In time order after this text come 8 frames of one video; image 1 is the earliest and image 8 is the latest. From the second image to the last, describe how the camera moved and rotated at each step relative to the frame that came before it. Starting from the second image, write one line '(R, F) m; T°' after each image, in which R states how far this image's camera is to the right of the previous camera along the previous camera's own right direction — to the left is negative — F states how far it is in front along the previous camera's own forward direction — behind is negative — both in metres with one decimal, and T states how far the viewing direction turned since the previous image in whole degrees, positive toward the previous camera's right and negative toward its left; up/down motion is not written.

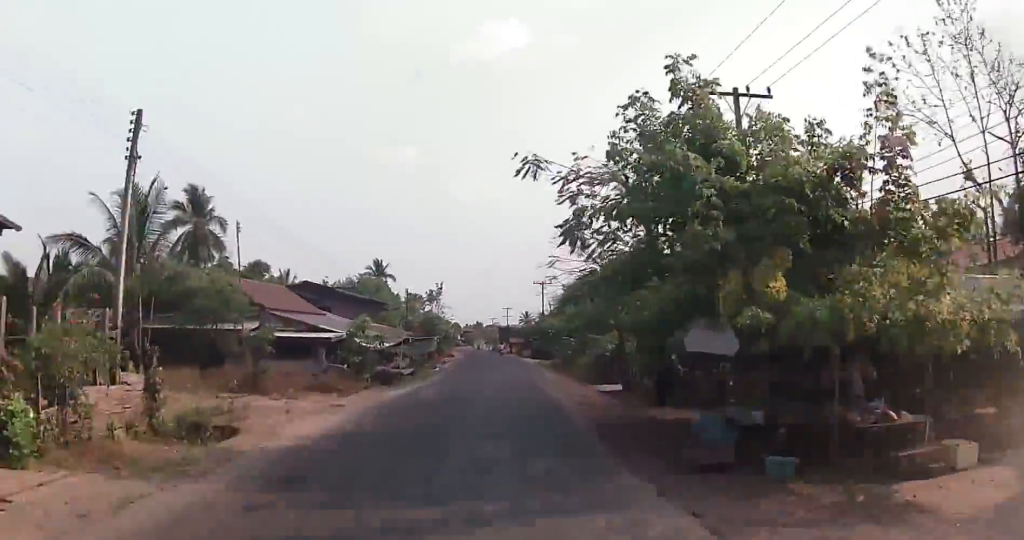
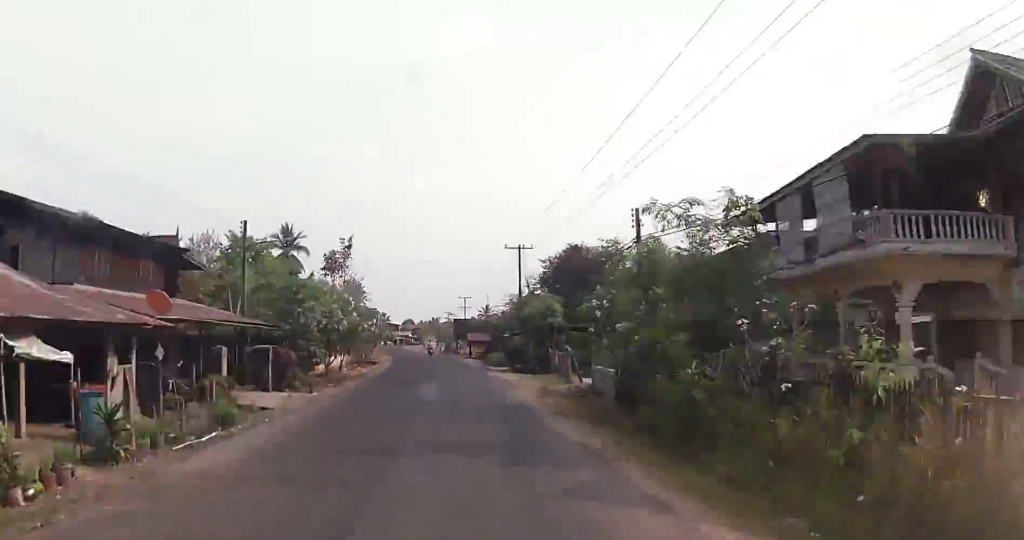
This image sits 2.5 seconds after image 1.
(-0.2, +33.7) m; -2°
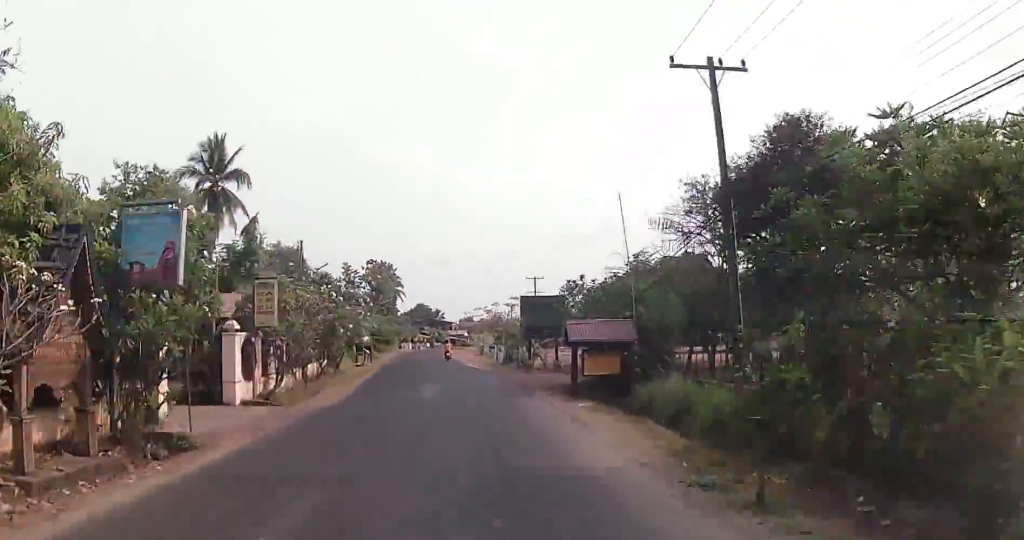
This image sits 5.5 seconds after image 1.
(+0.1, +39.1) m; -3°
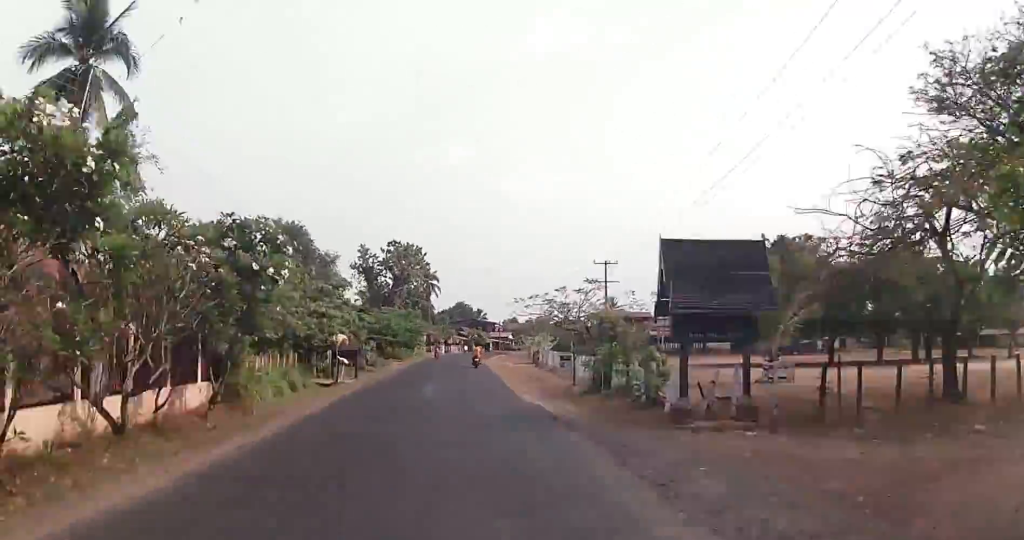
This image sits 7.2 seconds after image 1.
(-1.4, +23.1) m; -1°
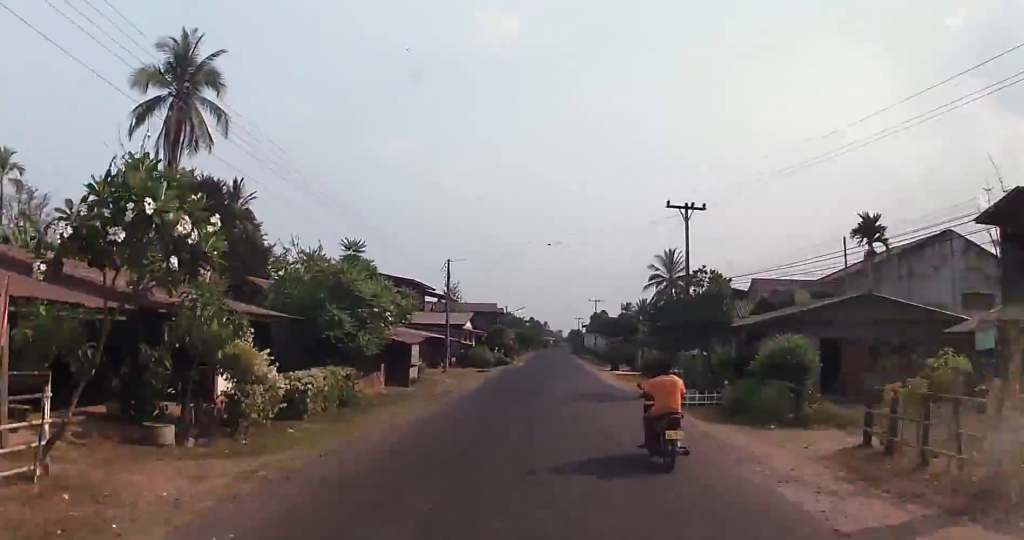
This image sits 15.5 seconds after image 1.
(+3.7, +112.6) m; +9°
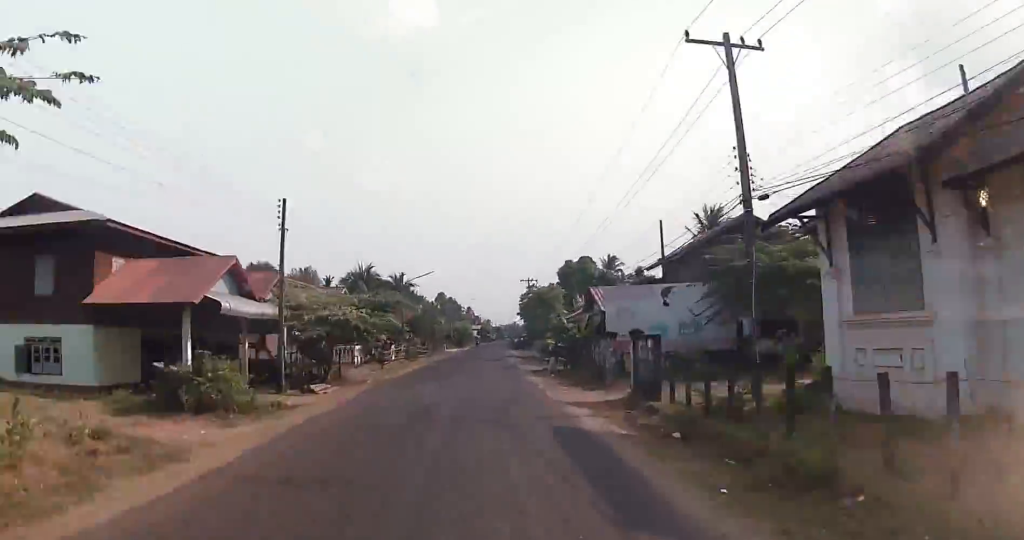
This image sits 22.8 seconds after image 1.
(+7.2, +103.0) m; +5°
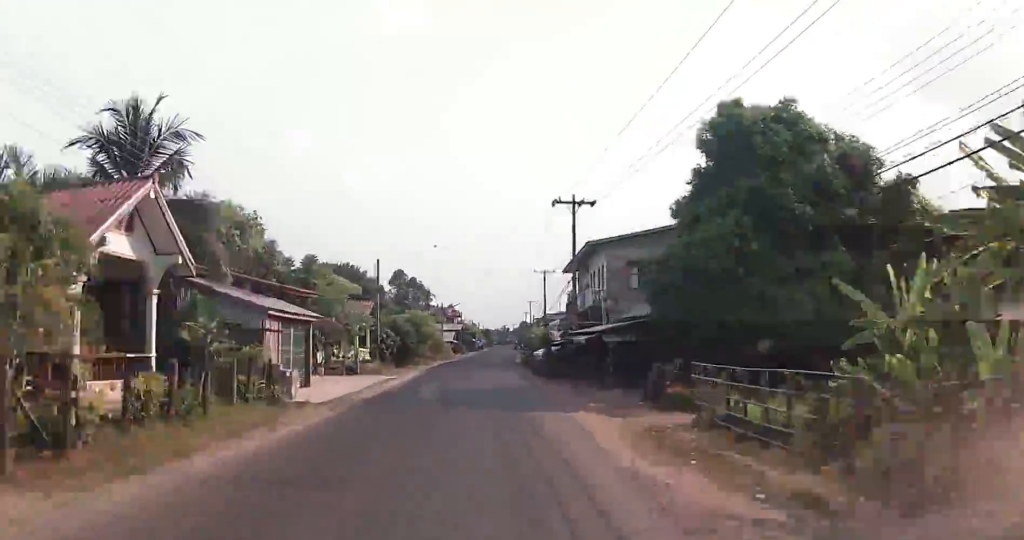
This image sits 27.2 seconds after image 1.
(-0.1, +60.1) m; +1°
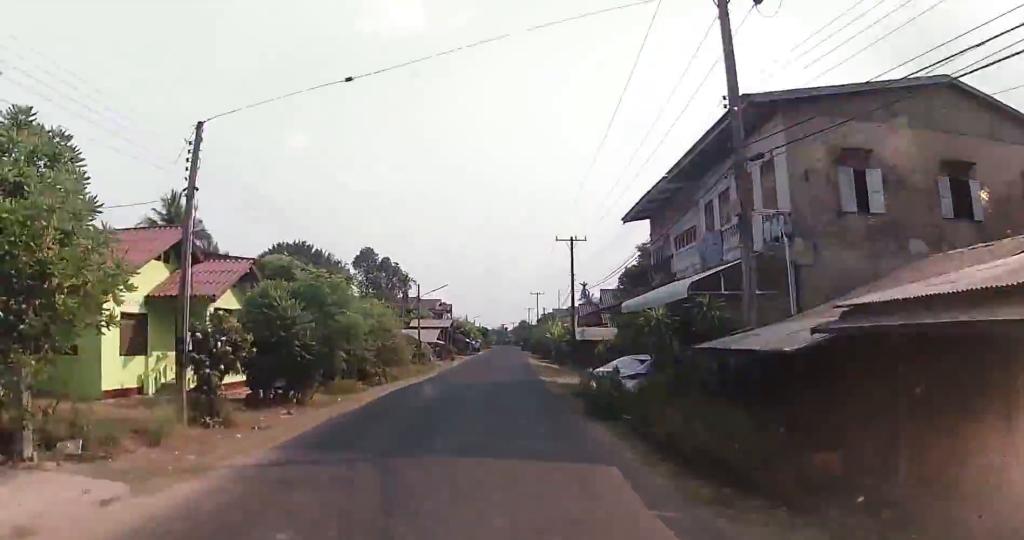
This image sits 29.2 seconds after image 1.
(+0.2, +26.6) m; +1°
